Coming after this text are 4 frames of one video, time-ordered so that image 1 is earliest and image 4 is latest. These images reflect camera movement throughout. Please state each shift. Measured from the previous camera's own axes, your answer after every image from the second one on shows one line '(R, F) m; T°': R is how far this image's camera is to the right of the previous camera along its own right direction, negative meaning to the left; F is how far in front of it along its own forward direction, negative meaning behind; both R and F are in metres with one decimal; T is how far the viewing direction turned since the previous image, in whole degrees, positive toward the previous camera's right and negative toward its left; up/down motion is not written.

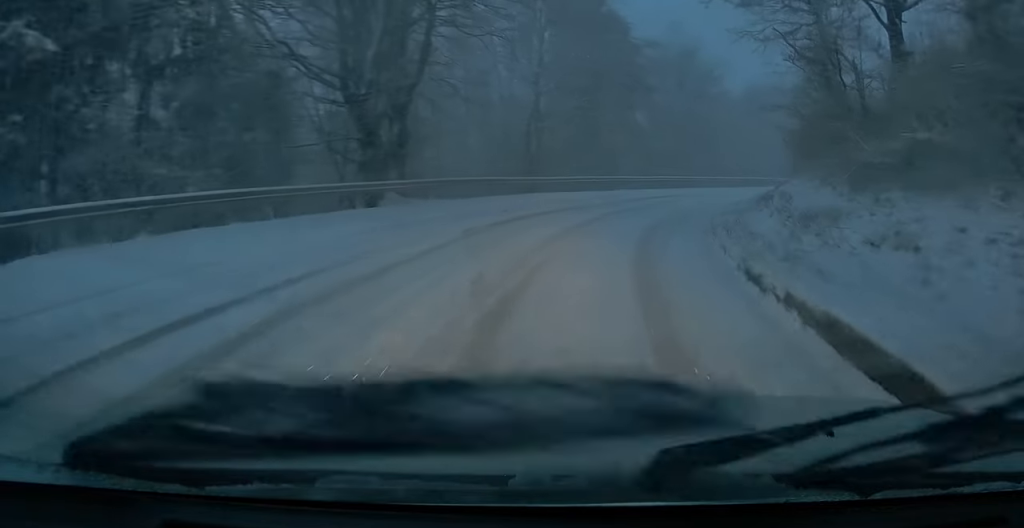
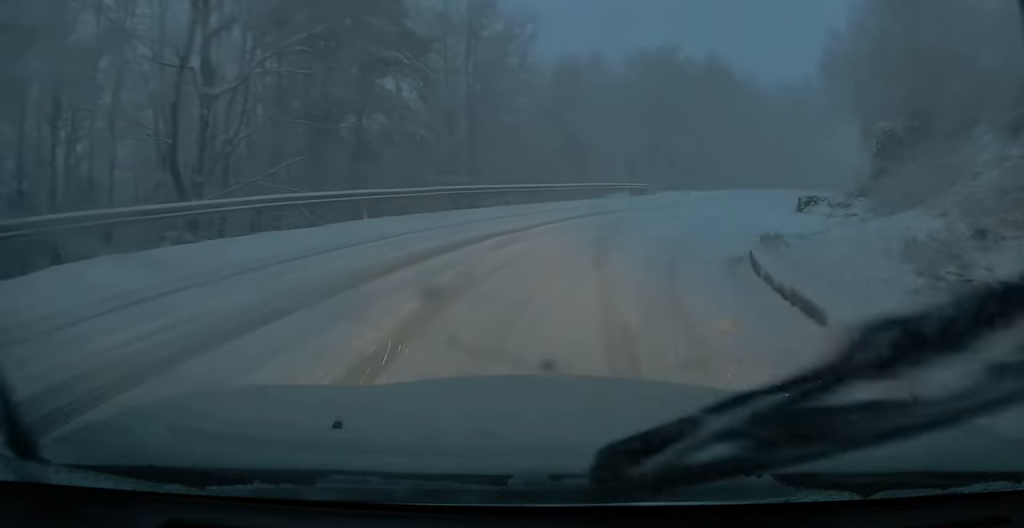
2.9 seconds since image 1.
(+2.6, +16.1) m; +17°
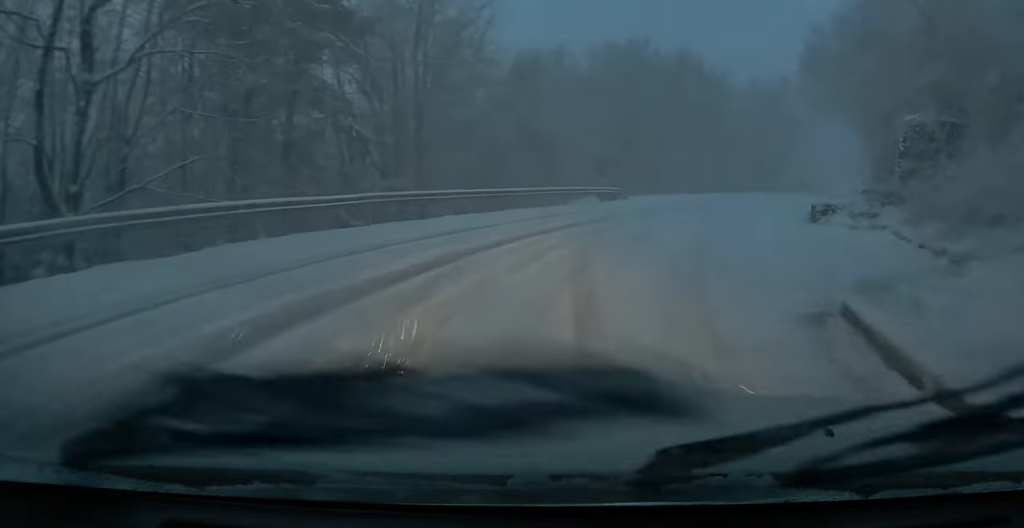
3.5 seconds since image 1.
(-0.1, +3.7) m; +3°
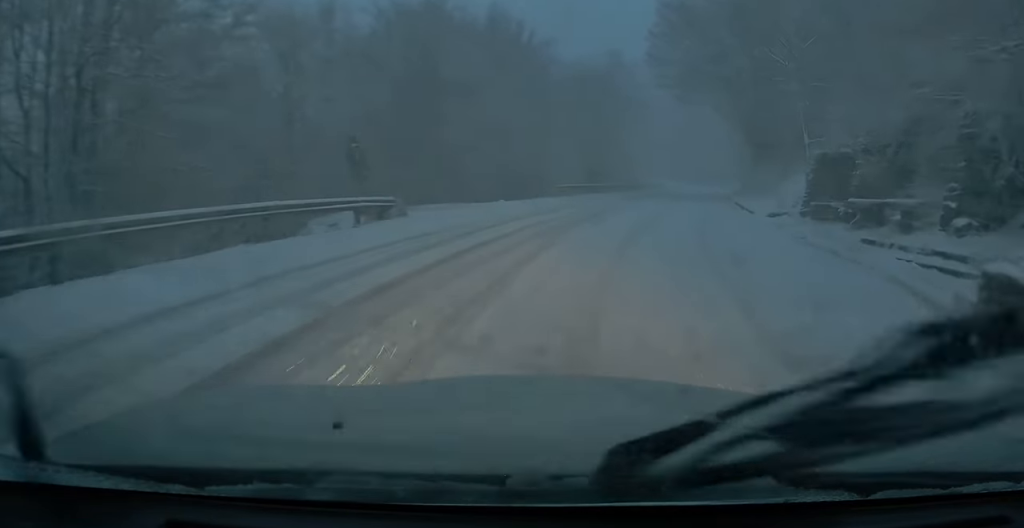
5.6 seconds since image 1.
(+2.9, +11.8) m; +19°
